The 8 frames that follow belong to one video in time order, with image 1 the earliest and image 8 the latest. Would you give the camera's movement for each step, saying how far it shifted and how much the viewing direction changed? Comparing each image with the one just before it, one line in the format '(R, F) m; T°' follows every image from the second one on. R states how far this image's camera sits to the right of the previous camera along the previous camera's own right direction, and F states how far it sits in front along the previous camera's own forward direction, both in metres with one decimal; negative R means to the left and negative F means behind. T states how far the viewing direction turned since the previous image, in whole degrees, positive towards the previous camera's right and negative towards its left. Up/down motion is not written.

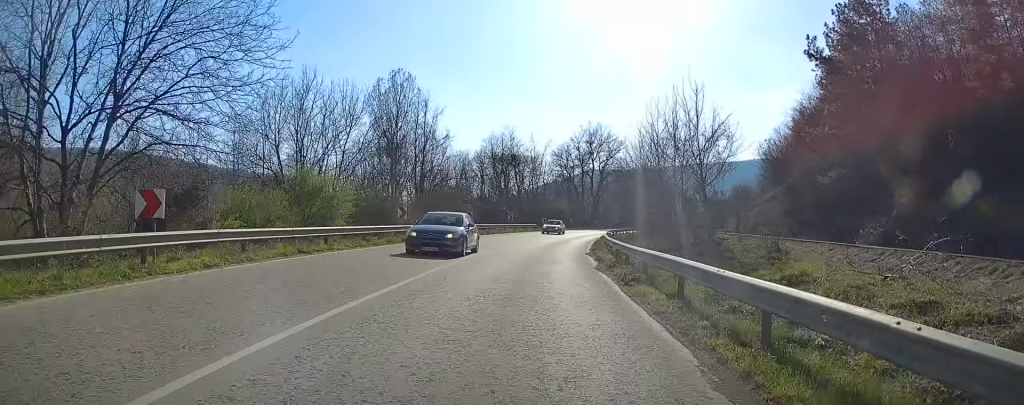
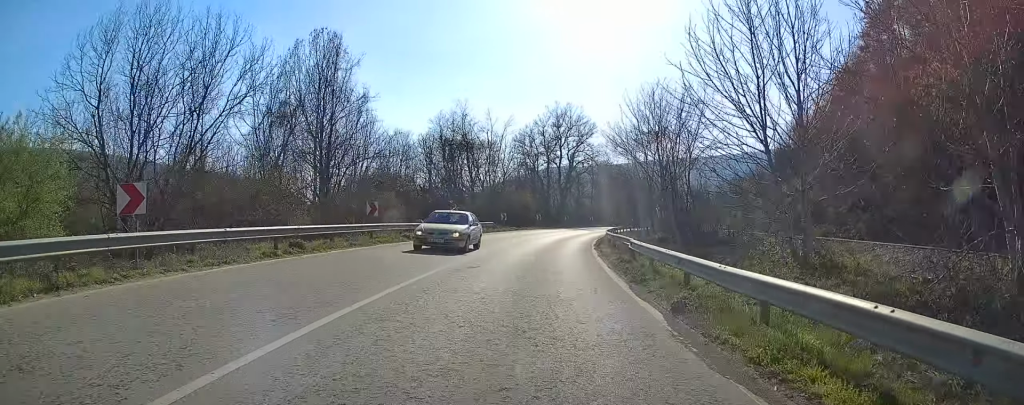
(+0.8, +19.5) m; +4°
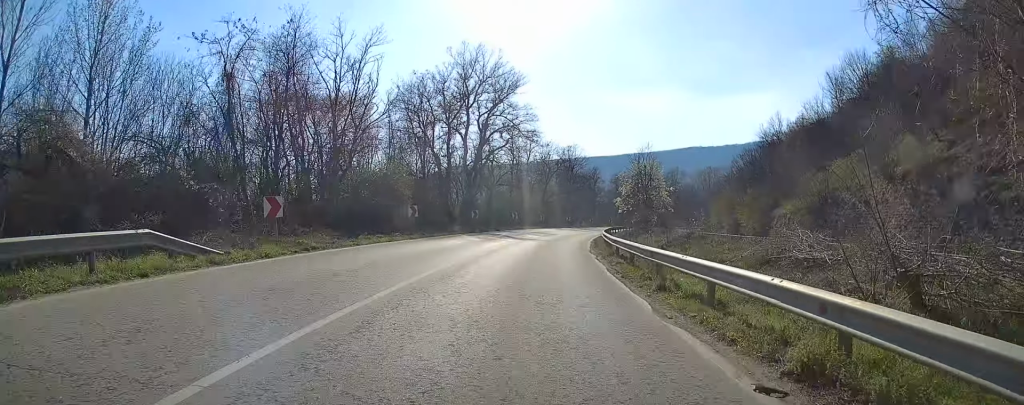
(+2.1, +38.4) m; +6°
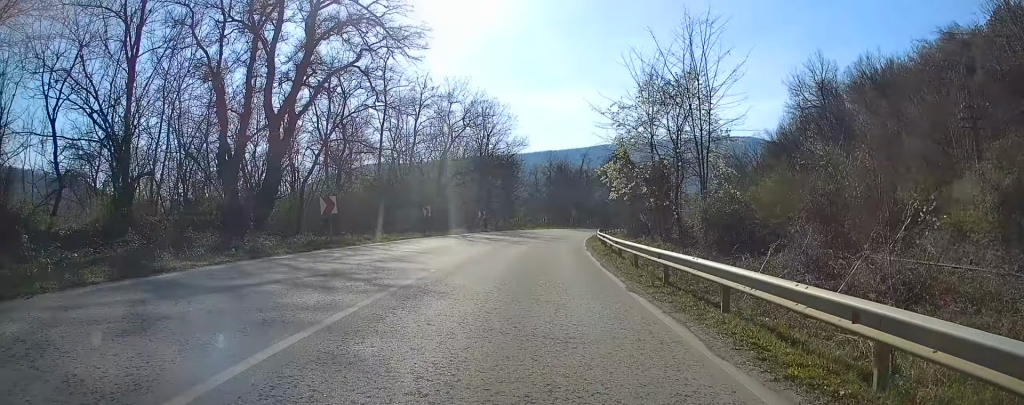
(+2.7, +41.2) m; +8°
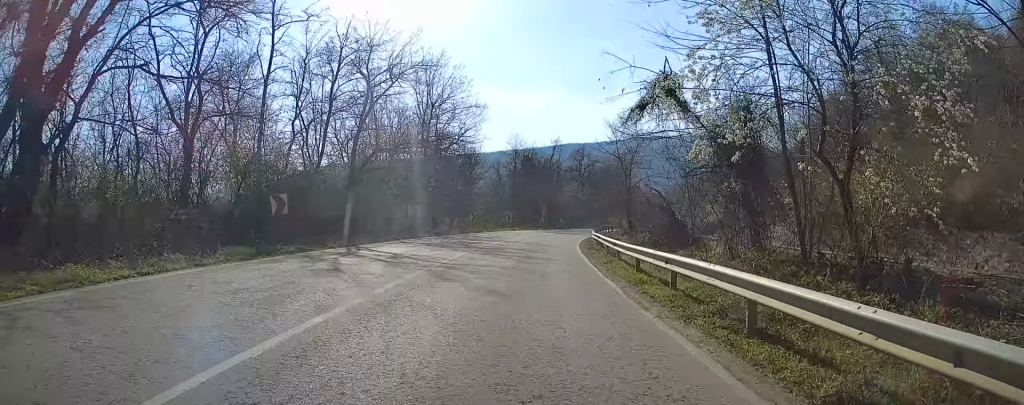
(0.0, +17.9) m; +4°
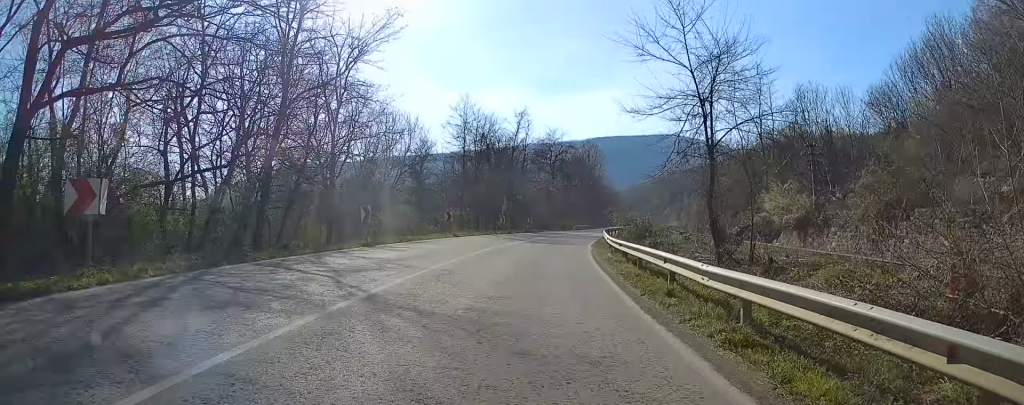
(+1.6, +24.1) m; +5°
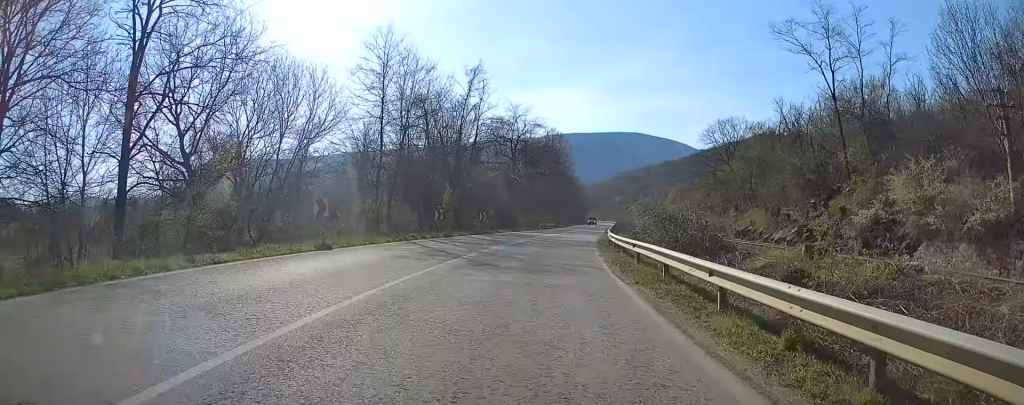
(+0.6, +18.9) m; +4°
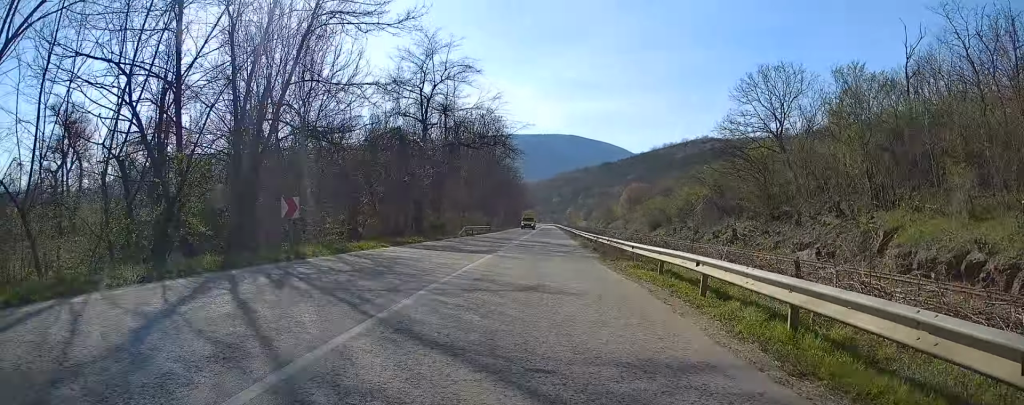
(+1.7, +29.6) m; +5°
